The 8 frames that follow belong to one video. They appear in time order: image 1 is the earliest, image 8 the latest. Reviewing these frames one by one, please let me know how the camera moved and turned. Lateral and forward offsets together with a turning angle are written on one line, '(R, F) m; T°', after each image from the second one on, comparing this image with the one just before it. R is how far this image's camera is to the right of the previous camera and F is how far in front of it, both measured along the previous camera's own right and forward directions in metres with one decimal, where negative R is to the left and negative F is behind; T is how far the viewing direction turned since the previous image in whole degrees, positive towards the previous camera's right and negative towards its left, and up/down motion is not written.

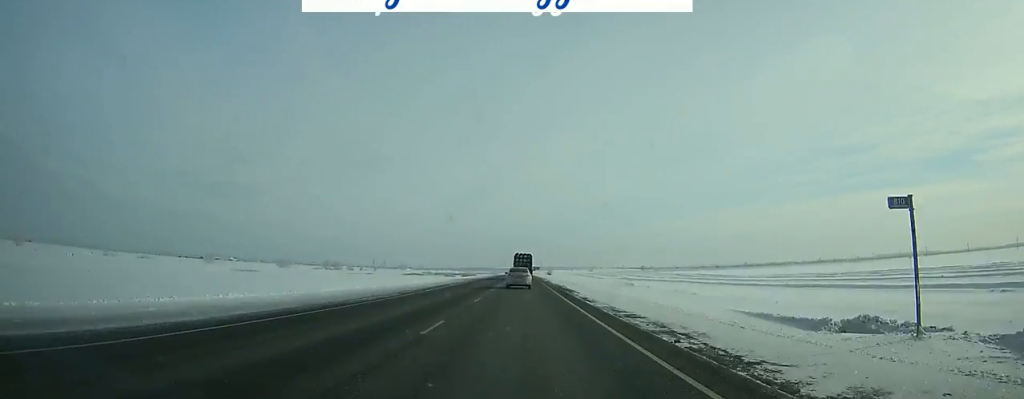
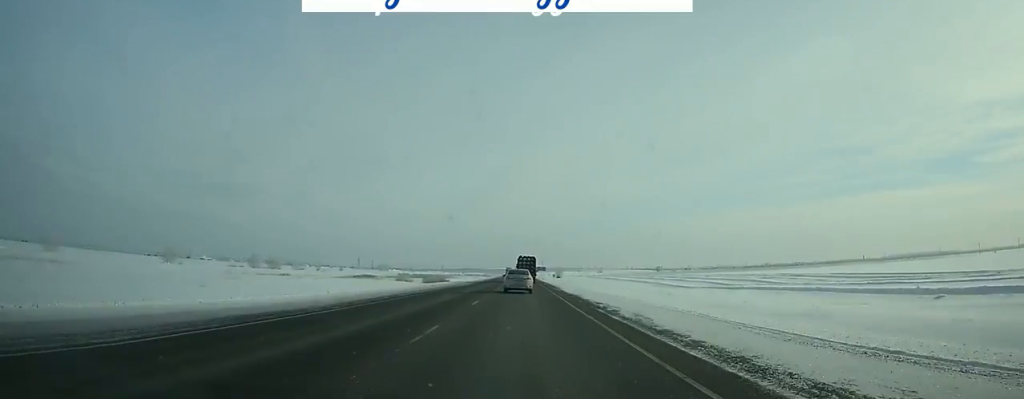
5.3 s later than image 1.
(-0.3, +107.0) m; 0°
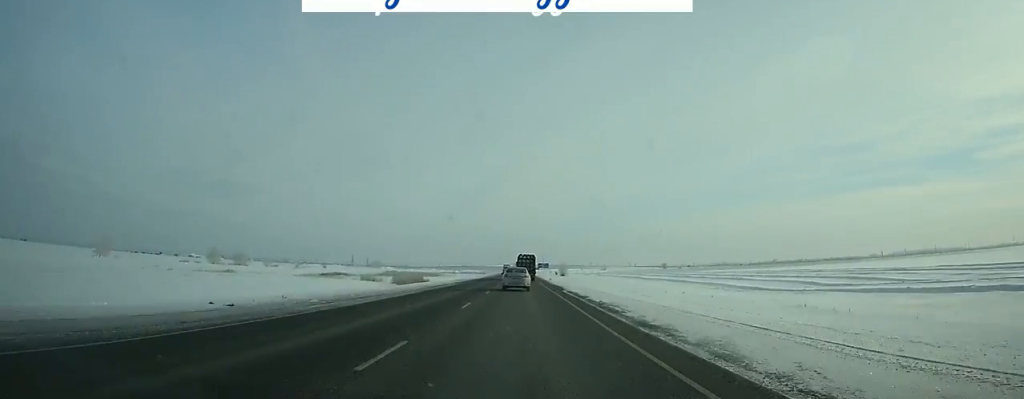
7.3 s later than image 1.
(-0.2, +38.0) m; 0°
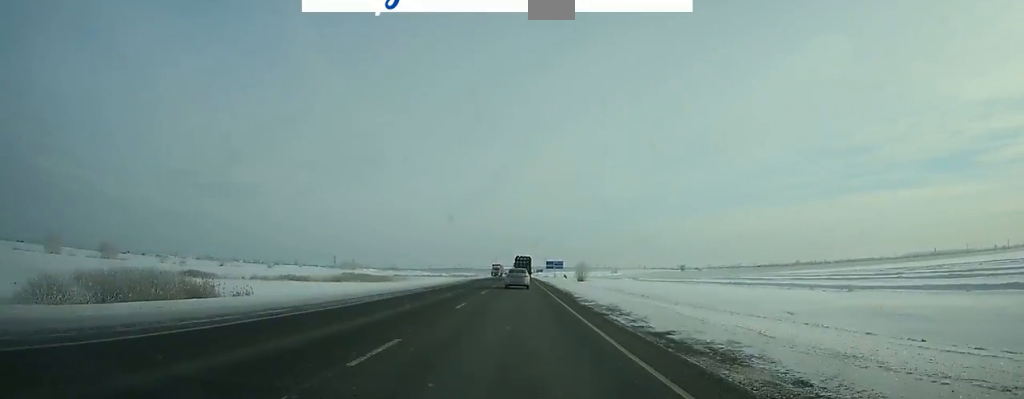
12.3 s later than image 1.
(+0.2, +93.0) m; 0°
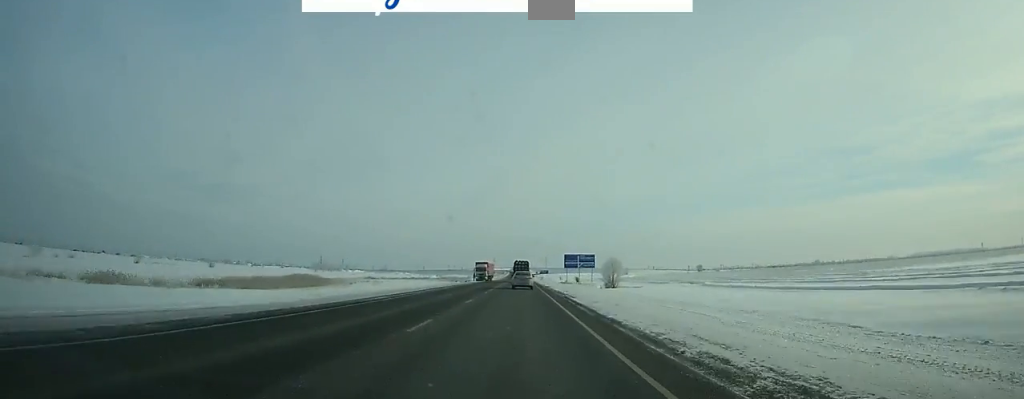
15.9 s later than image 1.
(+0.1, +67.7) m; 0°
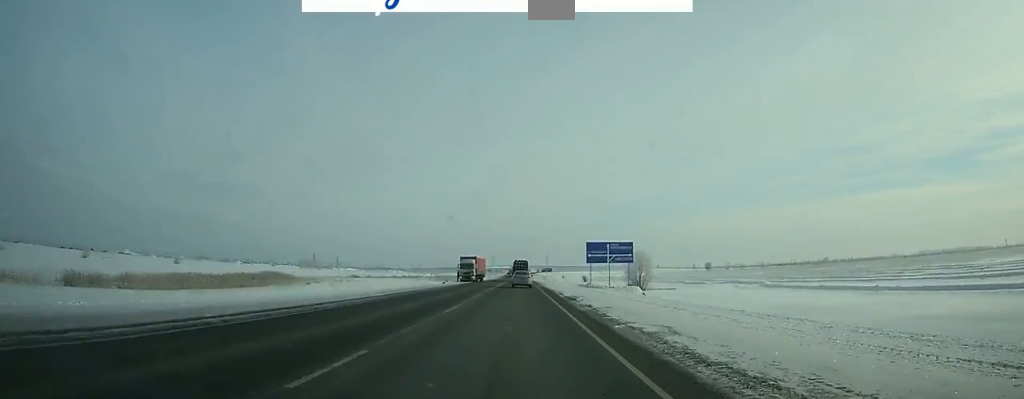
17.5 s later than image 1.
(0.0, +31.0) m; 0°
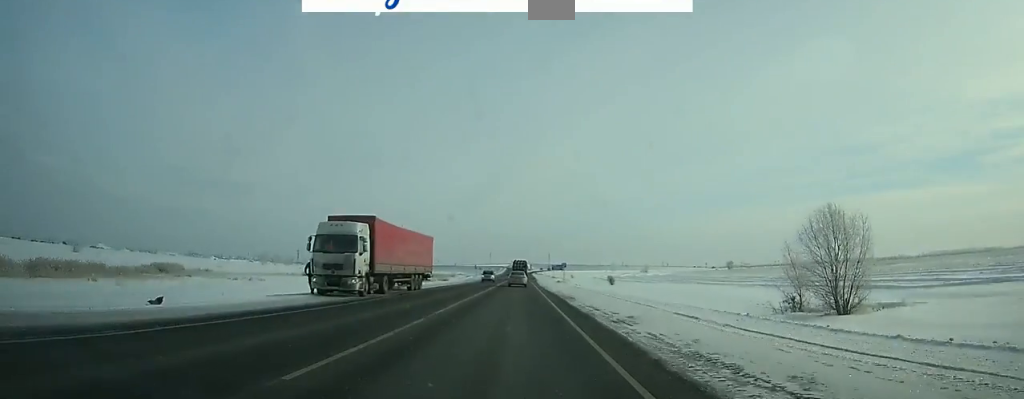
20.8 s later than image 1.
(-0.1, +66.3) m; 0°
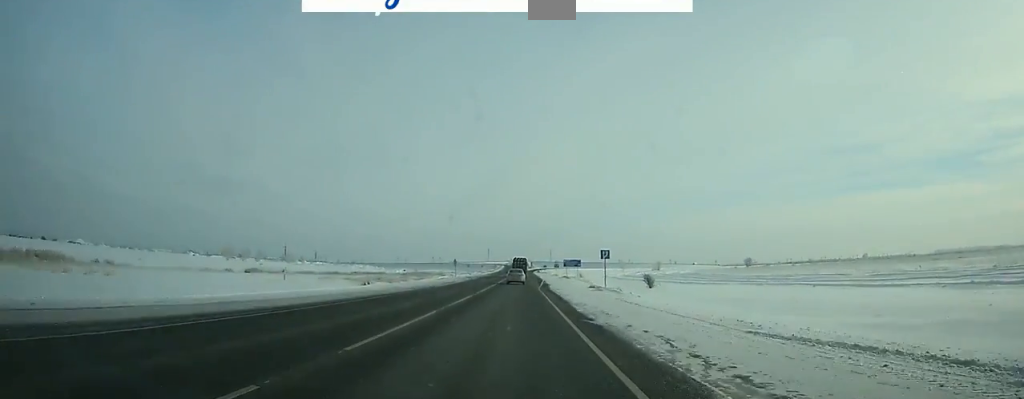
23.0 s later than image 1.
(0.0, +46.0) m; 0°
